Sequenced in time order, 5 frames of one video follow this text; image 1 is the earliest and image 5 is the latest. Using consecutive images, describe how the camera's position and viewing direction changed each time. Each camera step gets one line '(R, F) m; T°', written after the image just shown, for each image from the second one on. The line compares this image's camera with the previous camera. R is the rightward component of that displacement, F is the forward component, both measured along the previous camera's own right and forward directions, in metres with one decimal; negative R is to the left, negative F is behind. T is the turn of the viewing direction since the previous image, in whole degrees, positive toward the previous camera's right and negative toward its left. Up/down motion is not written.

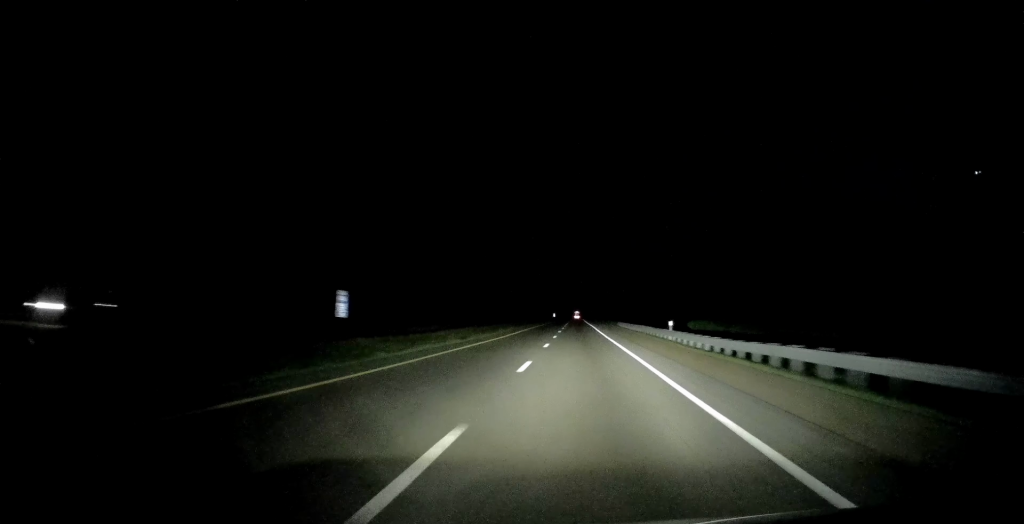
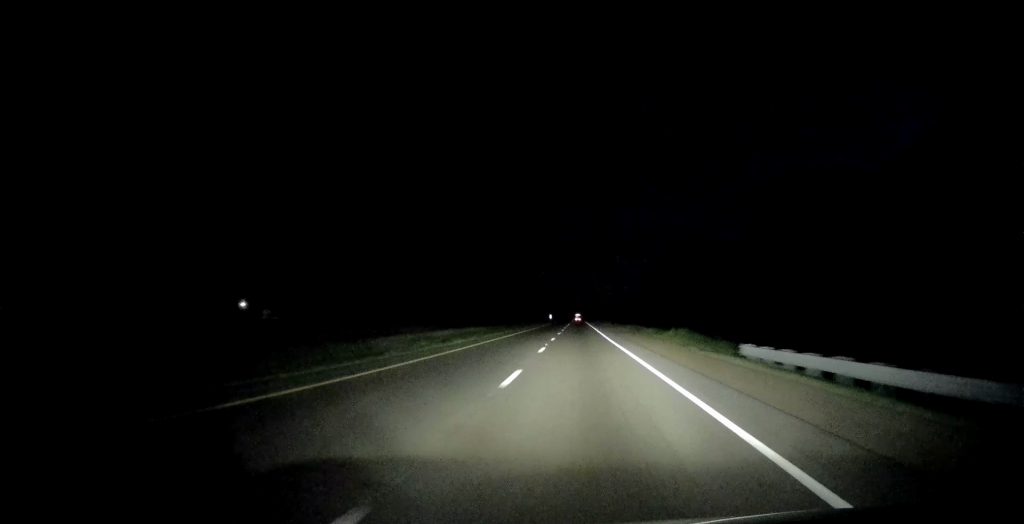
(+0.4, +63.9) m; 0°
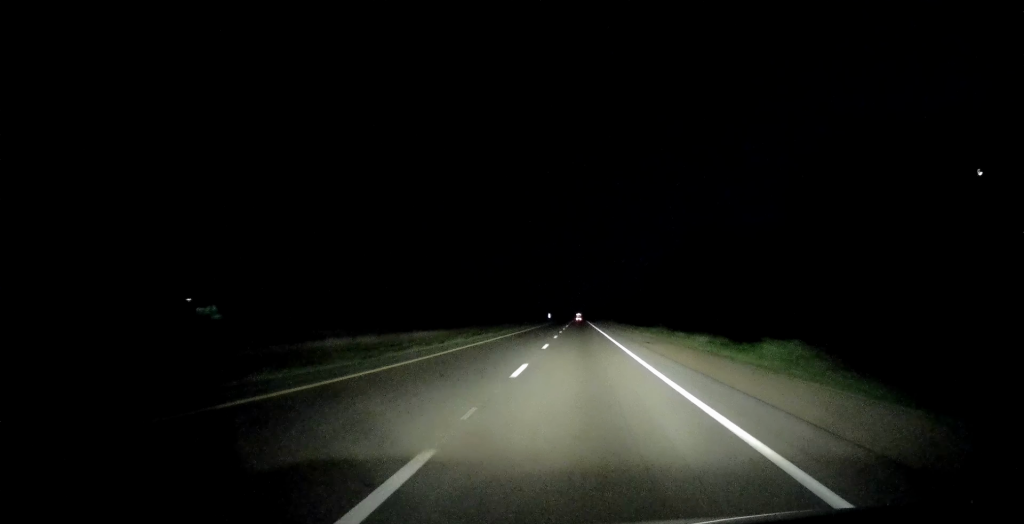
(0.0, +22.0) m; 0°
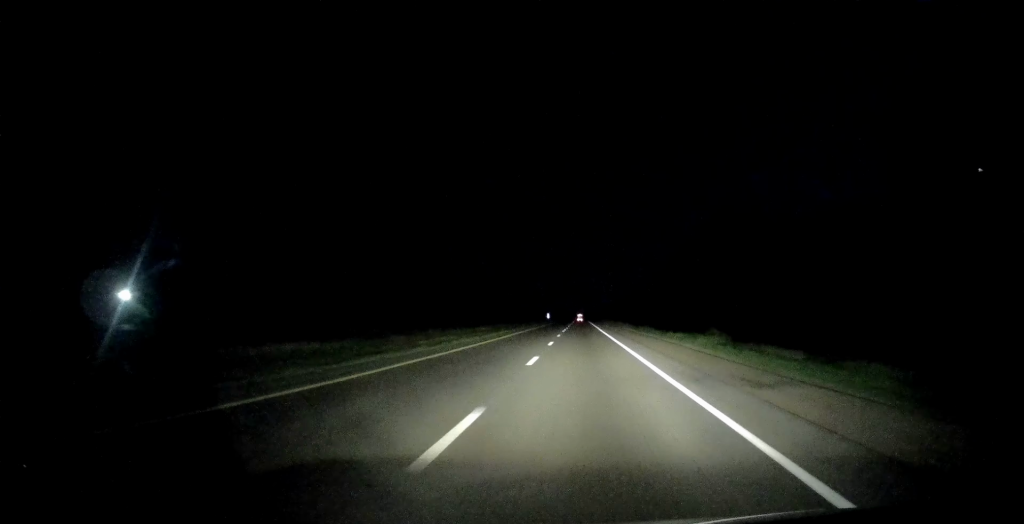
(-0.1, +20.9) m; 0°
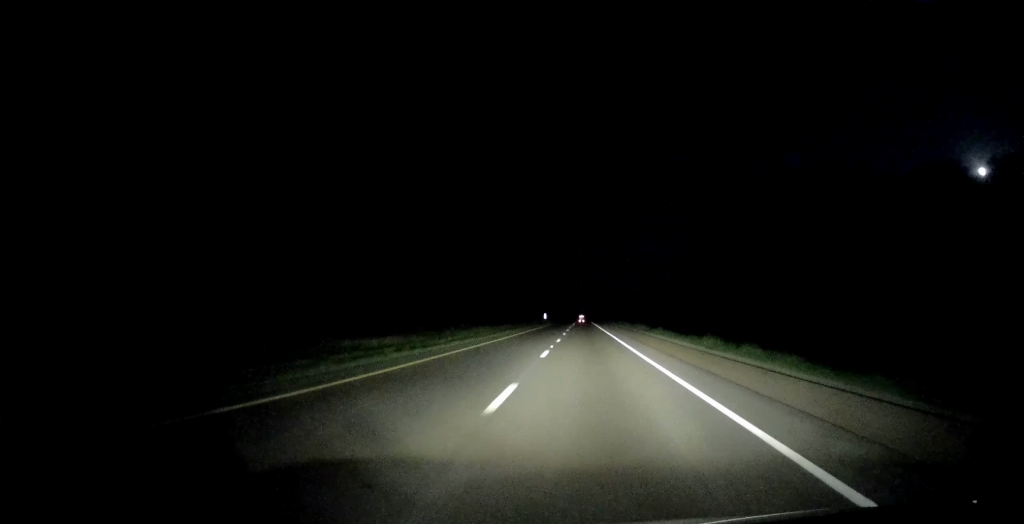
(-0.2, +32.5) m; 0°
